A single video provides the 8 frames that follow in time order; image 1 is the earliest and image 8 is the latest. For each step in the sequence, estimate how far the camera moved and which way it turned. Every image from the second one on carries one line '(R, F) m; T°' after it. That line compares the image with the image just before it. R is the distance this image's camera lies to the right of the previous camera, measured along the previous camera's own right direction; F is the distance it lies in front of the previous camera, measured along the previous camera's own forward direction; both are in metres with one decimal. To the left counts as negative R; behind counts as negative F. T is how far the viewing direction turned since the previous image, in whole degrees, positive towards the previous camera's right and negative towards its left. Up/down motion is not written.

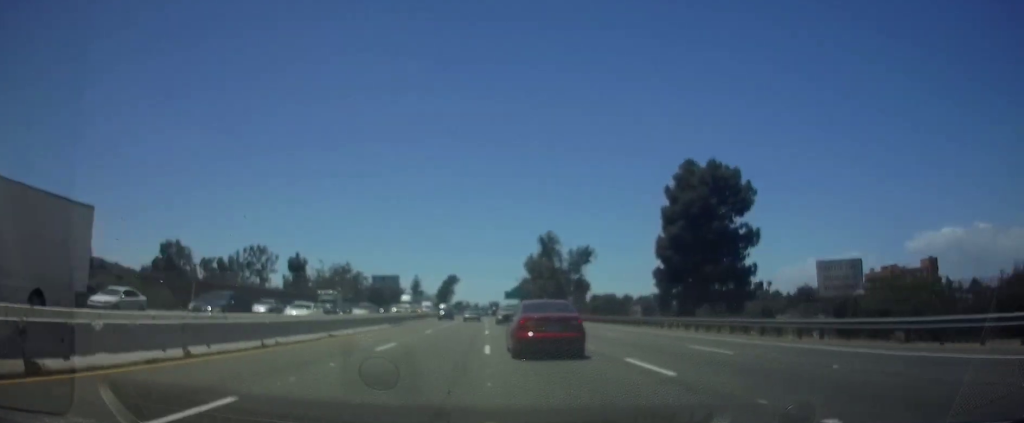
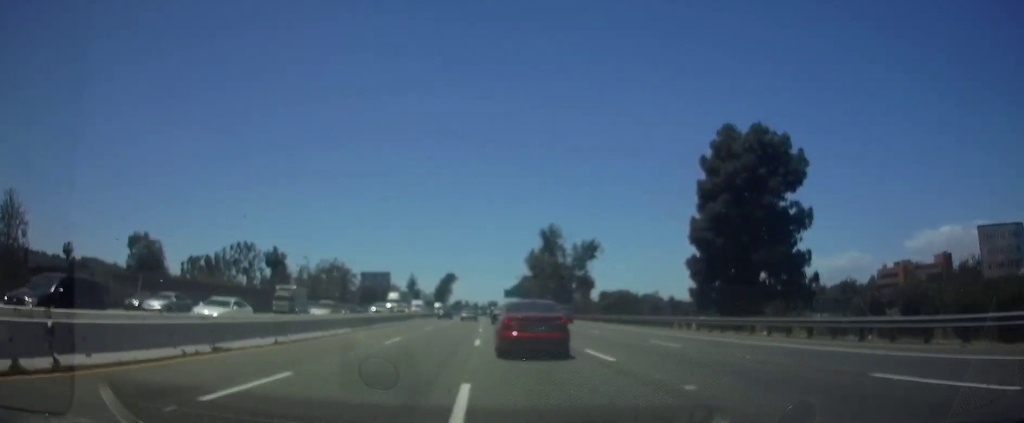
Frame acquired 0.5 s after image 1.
(0.0, +11.0) m; 0°
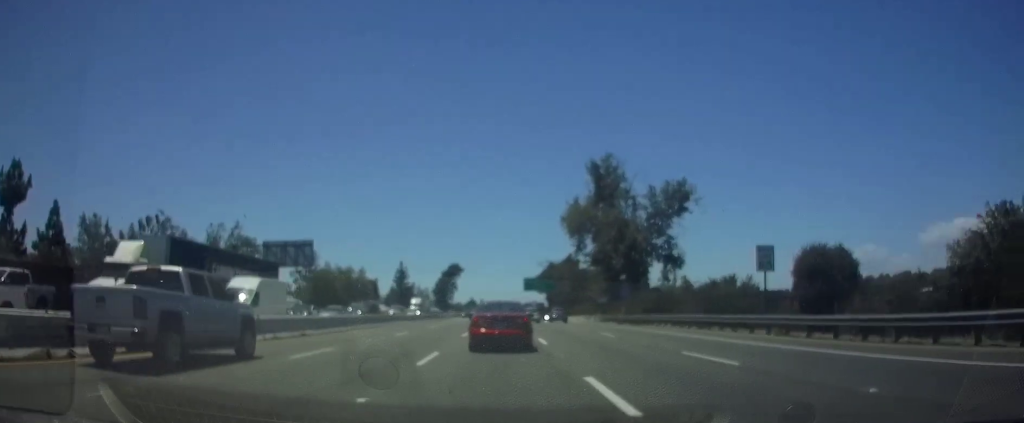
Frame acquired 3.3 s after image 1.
(-0.3, +65.4) m; -2°
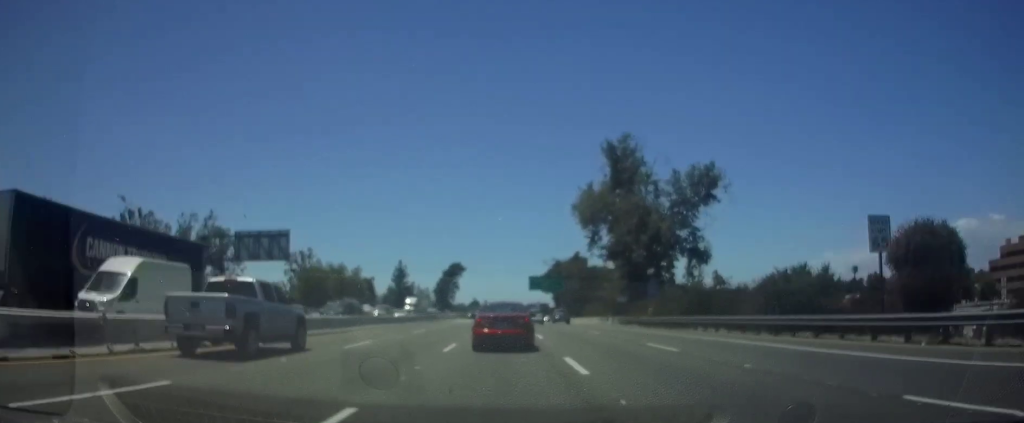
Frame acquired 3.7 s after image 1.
(-0.1, +9.9) m; 0°
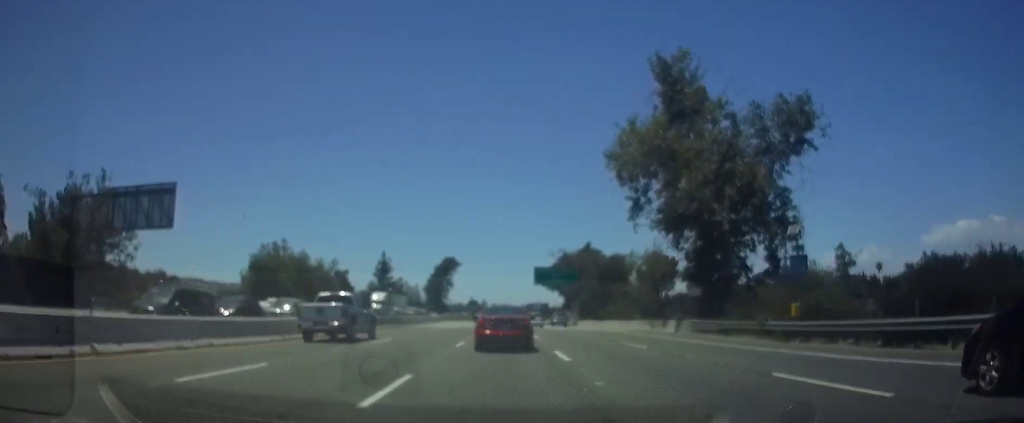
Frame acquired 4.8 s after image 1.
(0.0, +25.0) m; 0°
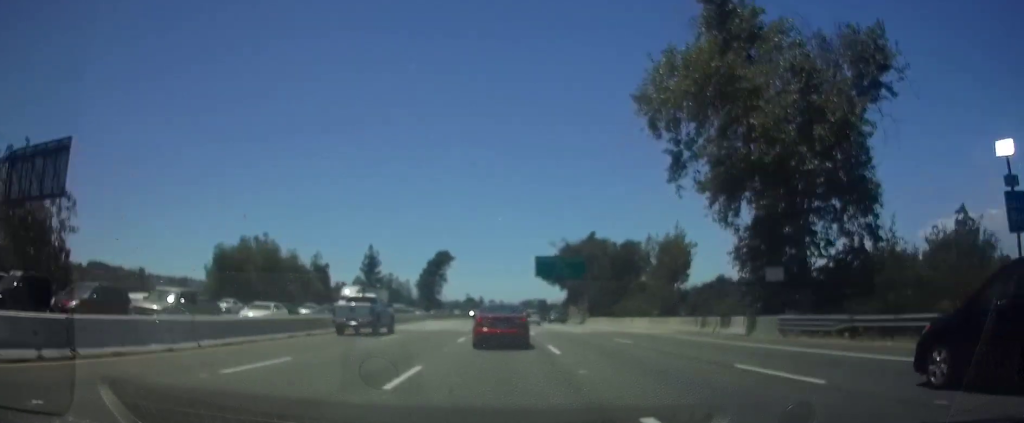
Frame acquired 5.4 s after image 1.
(0.0, +12.9) m; 0°
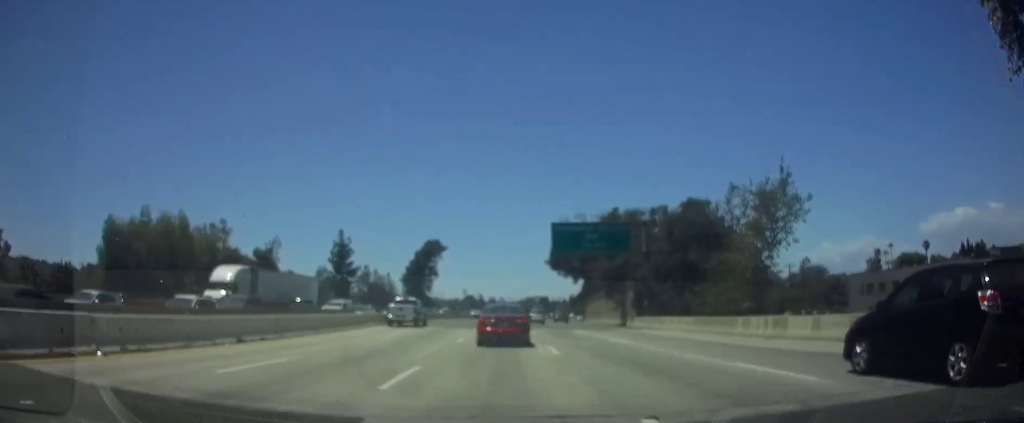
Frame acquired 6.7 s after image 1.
(0.0, +29.5) m; 0°
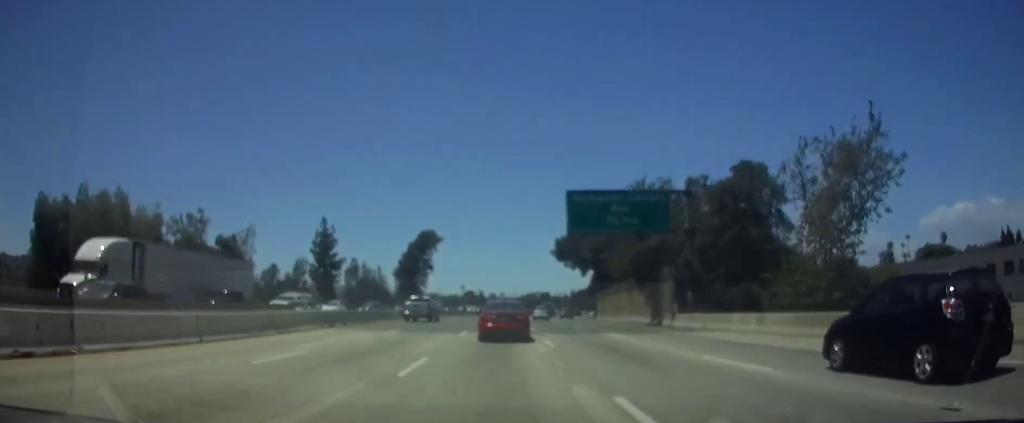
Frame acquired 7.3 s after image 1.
(0.0, +12.9) m; 0°
